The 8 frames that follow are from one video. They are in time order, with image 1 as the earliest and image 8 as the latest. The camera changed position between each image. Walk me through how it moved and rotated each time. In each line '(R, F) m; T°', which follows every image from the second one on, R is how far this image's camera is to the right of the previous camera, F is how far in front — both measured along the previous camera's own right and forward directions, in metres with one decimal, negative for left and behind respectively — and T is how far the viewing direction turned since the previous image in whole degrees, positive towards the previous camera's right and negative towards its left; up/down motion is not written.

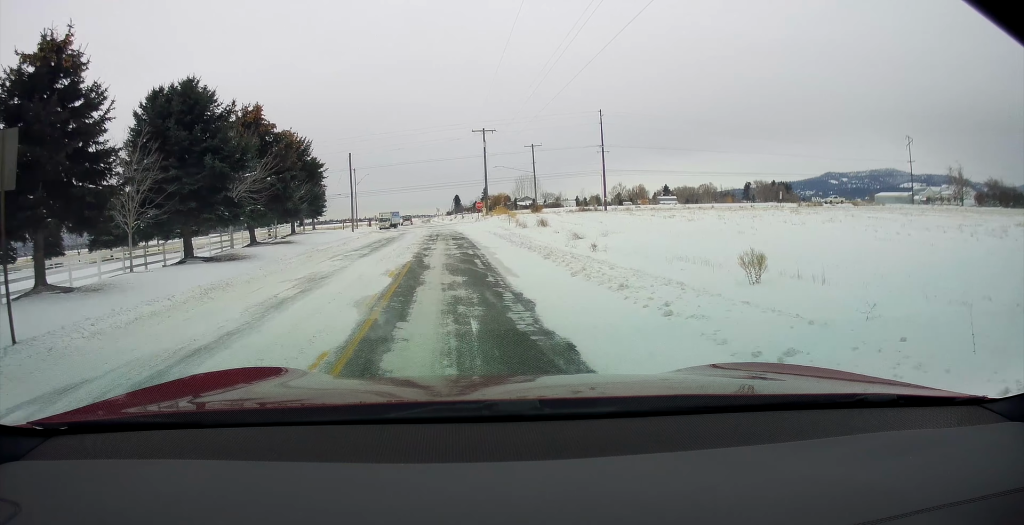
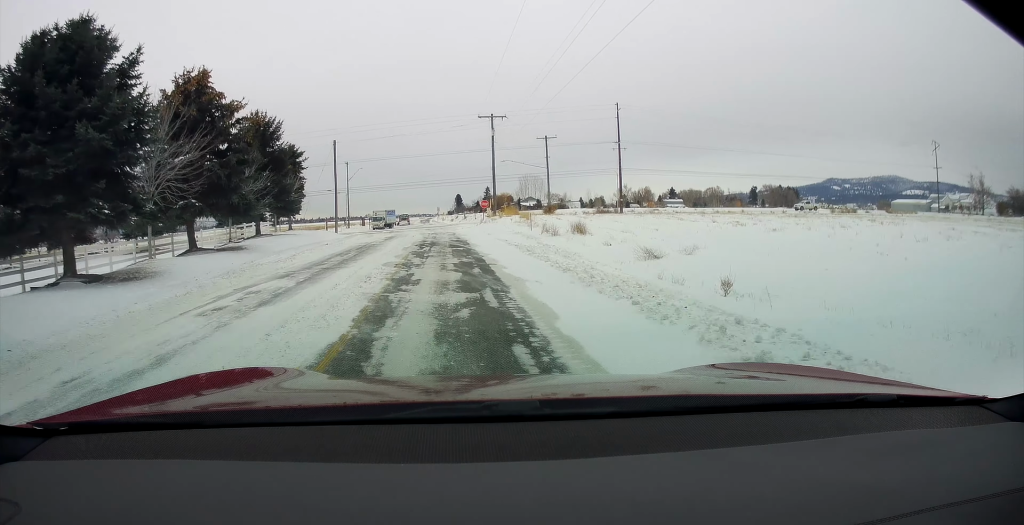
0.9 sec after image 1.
(0.0, +10.1) m; 0°
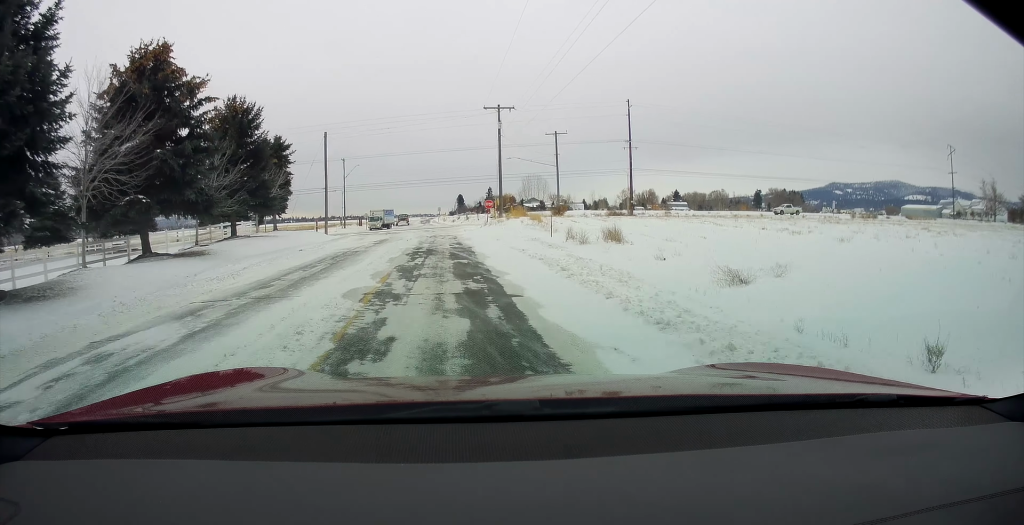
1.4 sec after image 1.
(0.0, +5.5) m; 0°
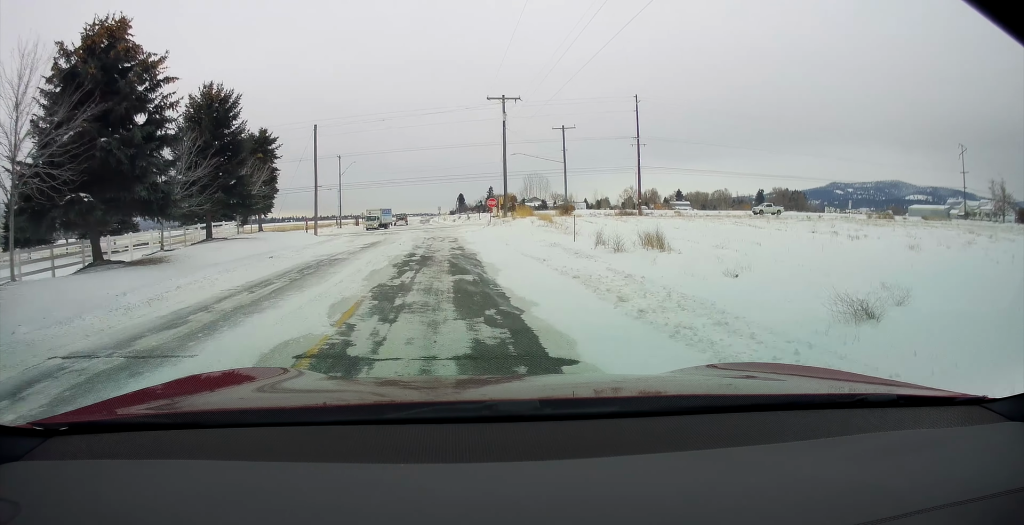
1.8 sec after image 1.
(0.0, +4.6) m; 0°
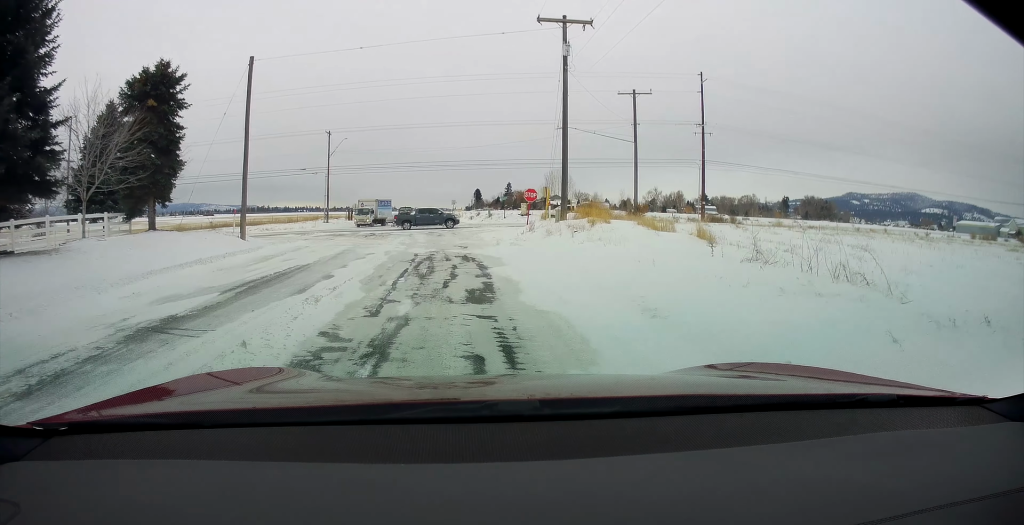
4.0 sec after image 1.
(+0.5, +22.3) m; +3°
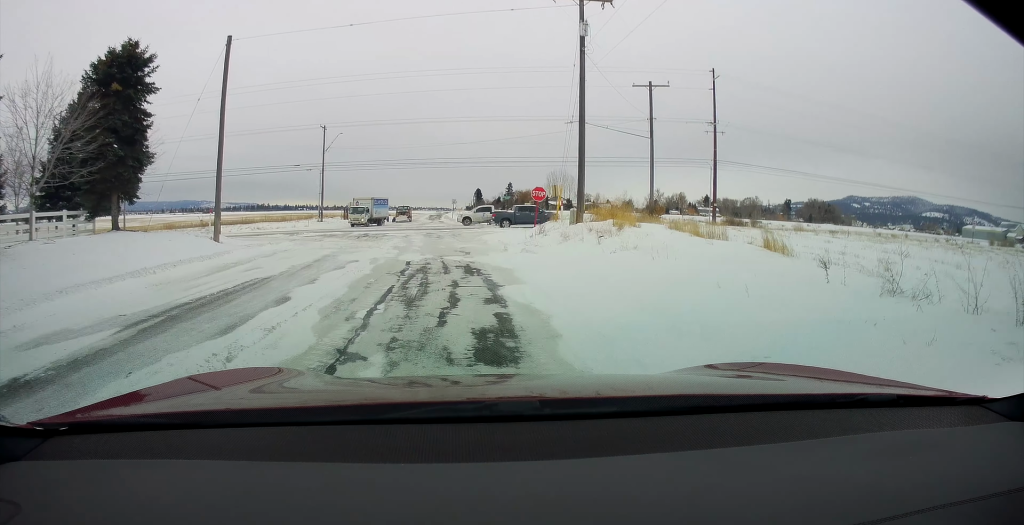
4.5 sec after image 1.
(+0.2, +4.3) m; 0°
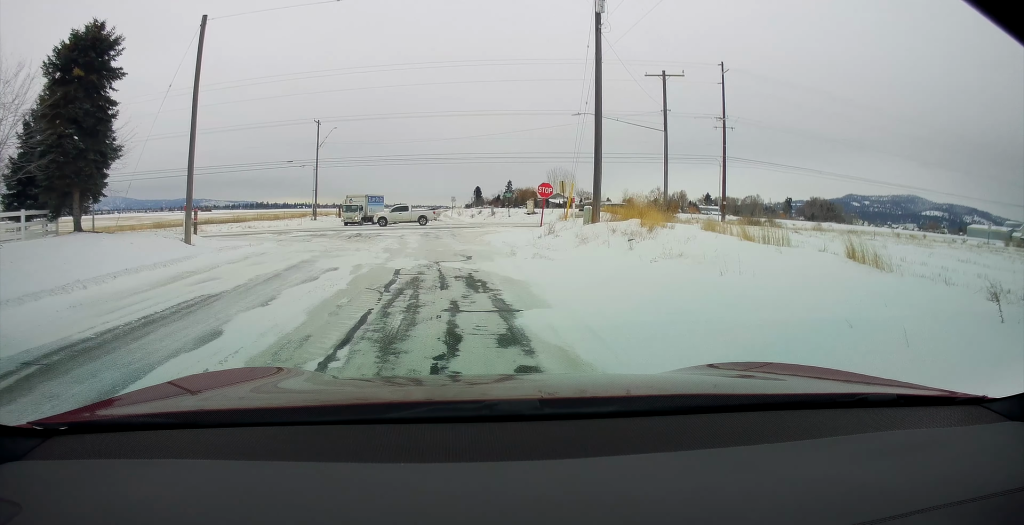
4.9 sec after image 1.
(-0.2, +3.4) m; -1°
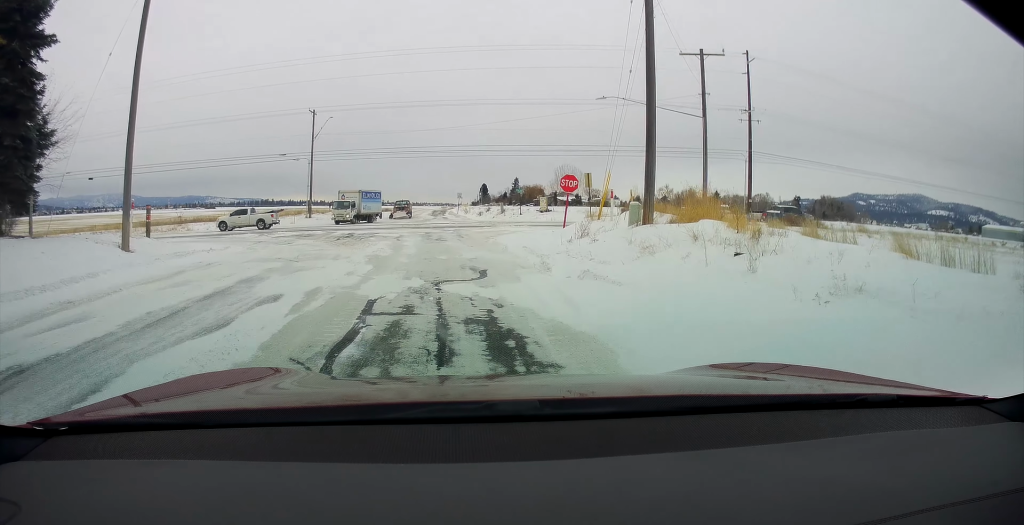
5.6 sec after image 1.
(-0.2, +5.7) m; -2°
